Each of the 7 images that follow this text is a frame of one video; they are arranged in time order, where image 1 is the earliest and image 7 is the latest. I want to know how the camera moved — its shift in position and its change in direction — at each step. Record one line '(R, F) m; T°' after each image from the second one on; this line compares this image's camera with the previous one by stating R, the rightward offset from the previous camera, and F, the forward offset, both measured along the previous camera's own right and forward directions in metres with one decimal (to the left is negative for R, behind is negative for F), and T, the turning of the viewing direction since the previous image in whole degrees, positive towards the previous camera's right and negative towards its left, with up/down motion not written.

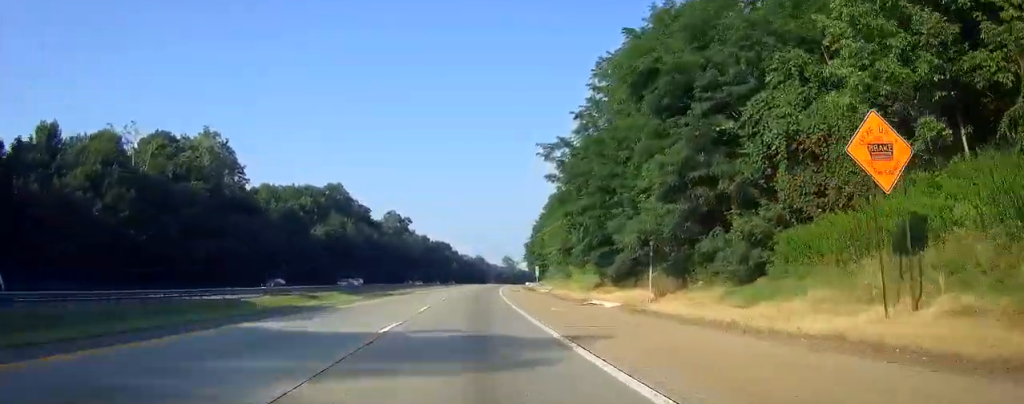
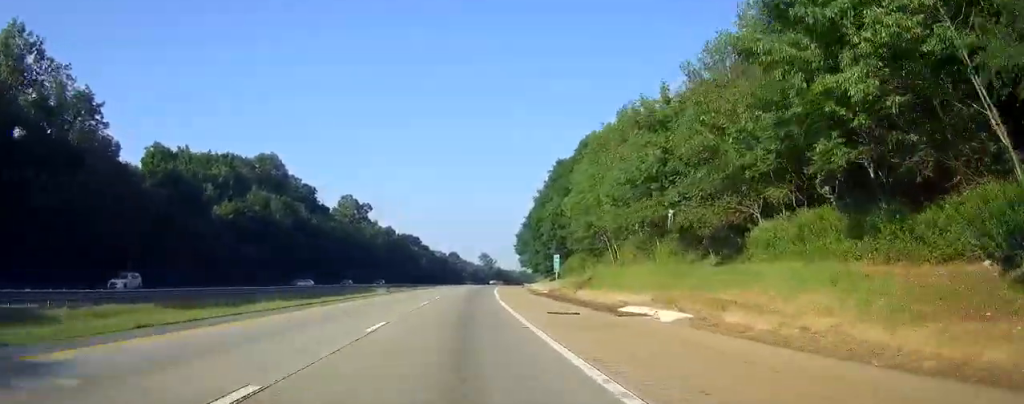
(+1.7, +48.1) m; +3°
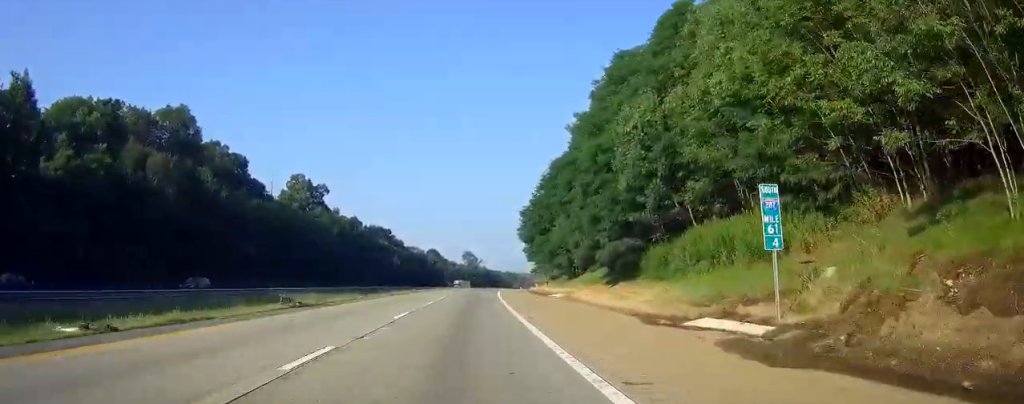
(+0.7, +45.9) m; +2°
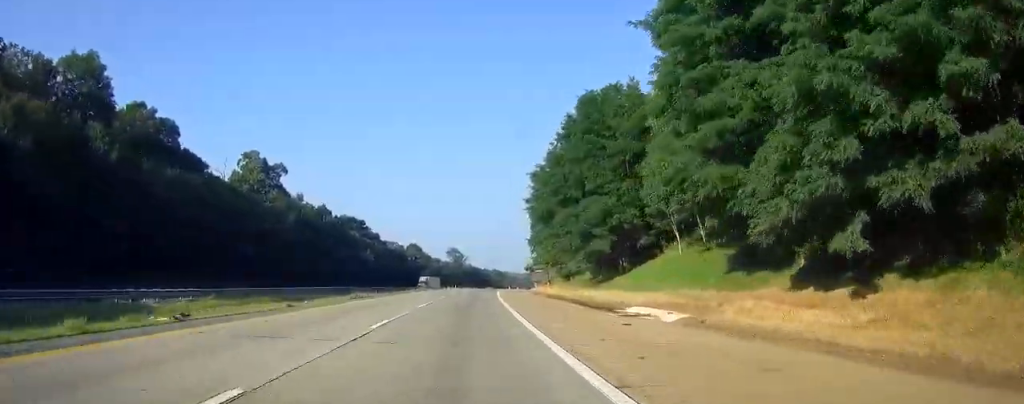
(+0.3, +29.5) m; +1°
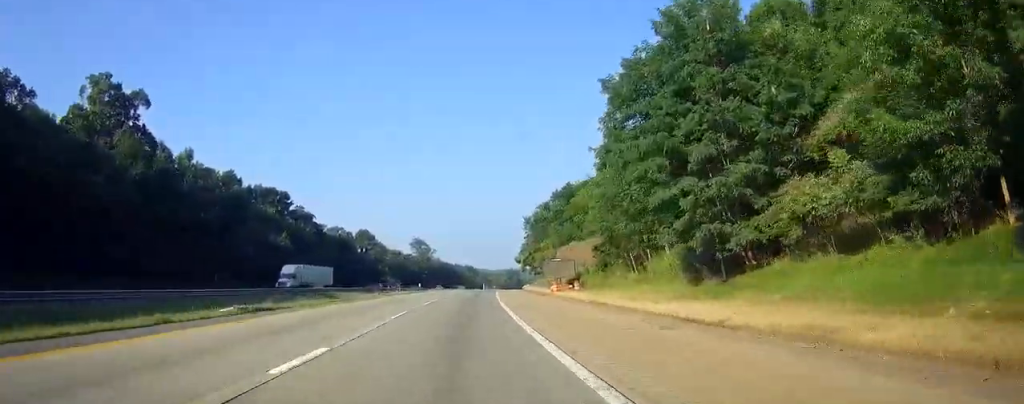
(+1.0, +59.1) m; +2°
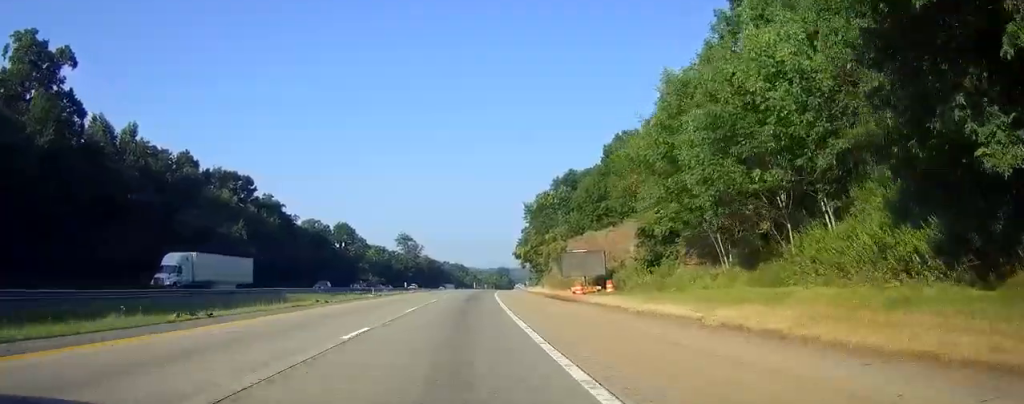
(+0.1, +19.8) m; +1°
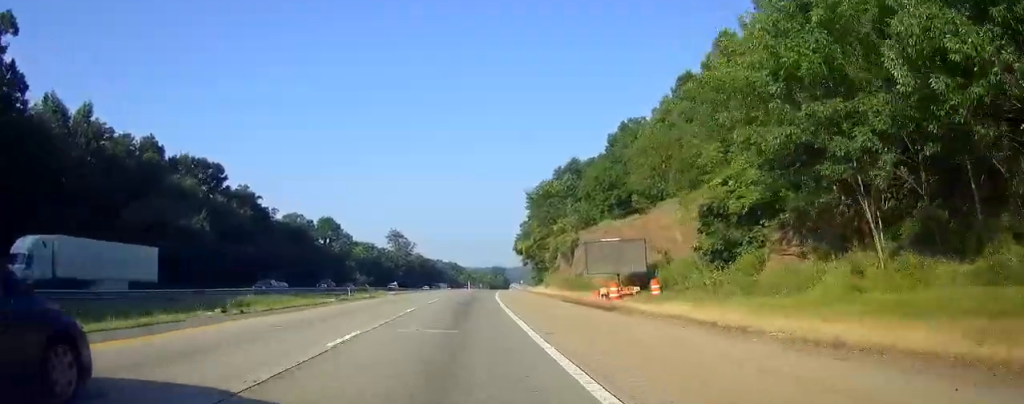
(+0.1, +13.2) m; 0°
